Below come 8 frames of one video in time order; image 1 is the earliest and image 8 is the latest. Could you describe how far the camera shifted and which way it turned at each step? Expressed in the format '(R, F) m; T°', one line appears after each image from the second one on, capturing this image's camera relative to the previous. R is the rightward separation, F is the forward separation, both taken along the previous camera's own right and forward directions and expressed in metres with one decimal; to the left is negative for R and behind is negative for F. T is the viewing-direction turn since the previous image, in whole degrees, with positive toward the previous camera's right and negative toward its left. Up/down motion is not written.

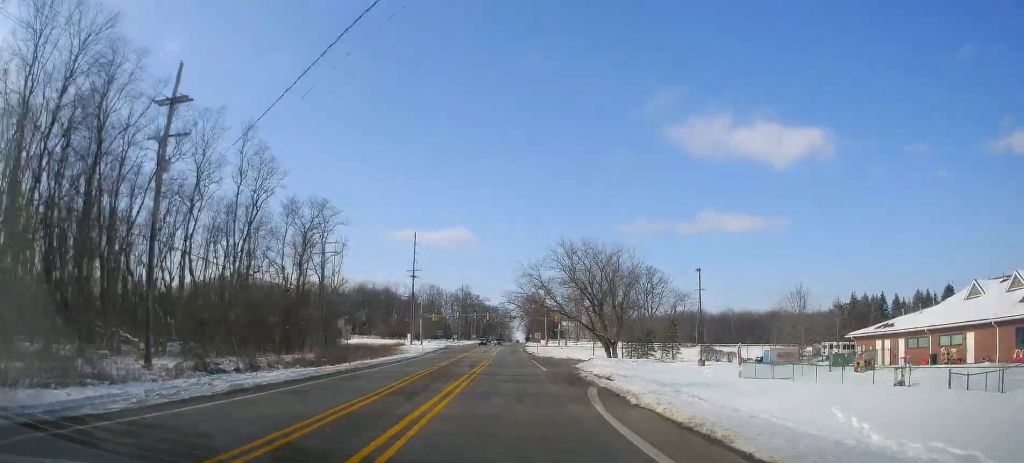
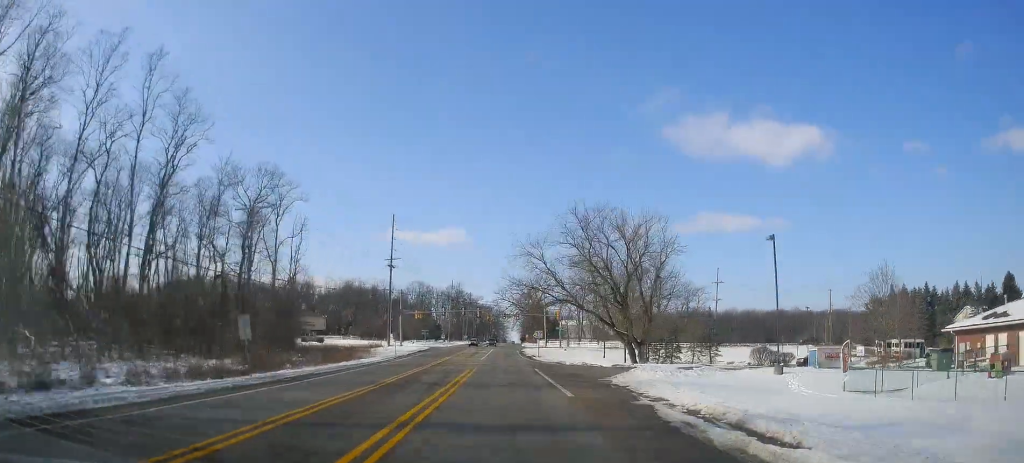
(0.0, +15.9) m; +1°
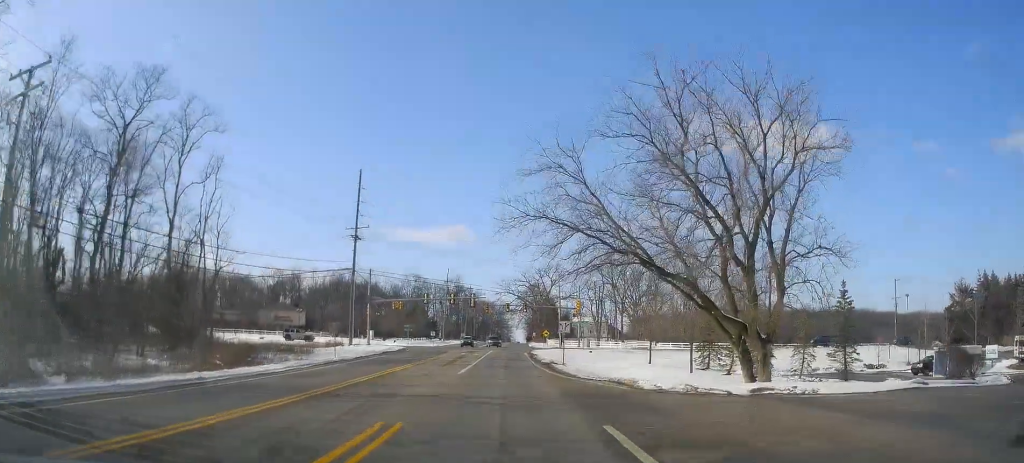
(+0.5, +22.8) m; +1°
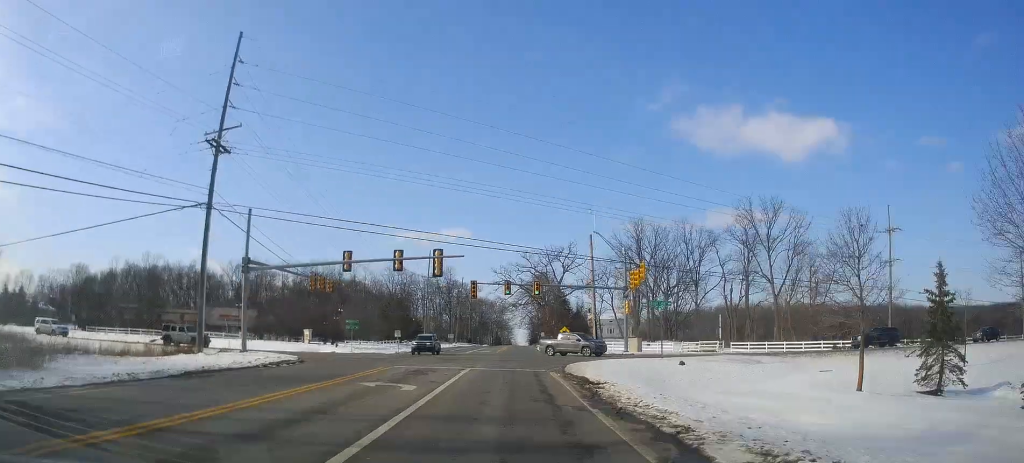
(-1.7, +32.5) m; -3°
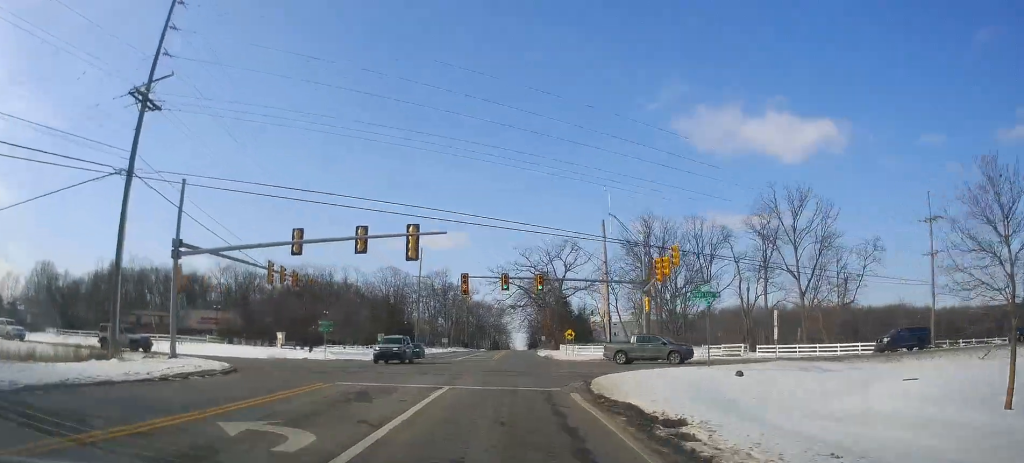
(0.0, +8.4) m; 0°
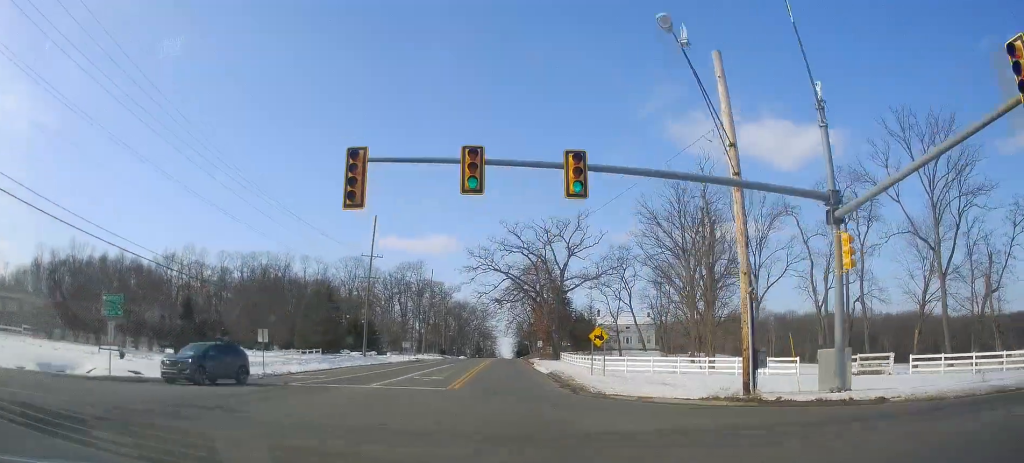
(+0.8, +29.8) m; +1°
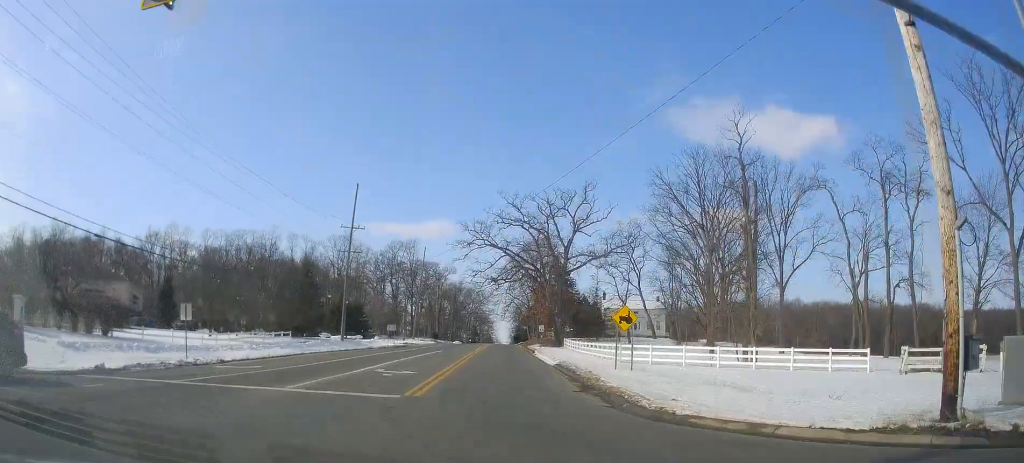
(0.0, +9.2) m; 0°
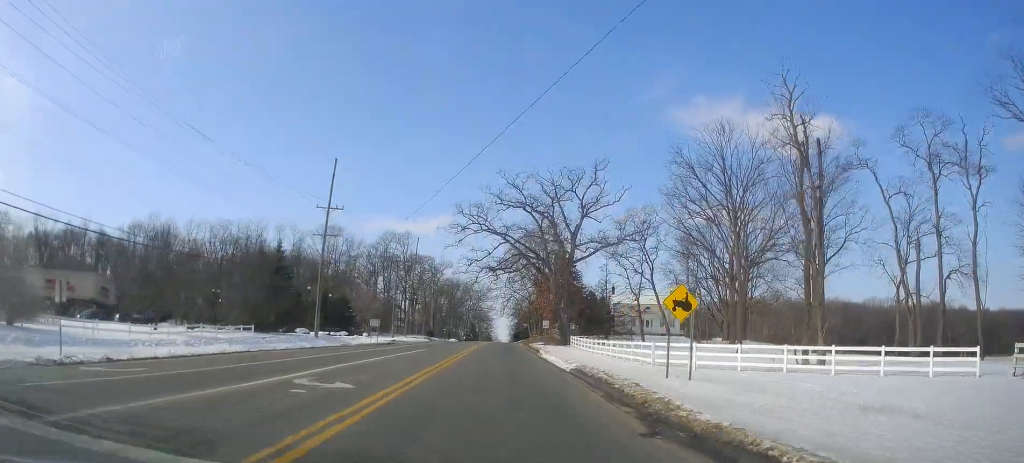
(0.0, +9.2) m; 0°
